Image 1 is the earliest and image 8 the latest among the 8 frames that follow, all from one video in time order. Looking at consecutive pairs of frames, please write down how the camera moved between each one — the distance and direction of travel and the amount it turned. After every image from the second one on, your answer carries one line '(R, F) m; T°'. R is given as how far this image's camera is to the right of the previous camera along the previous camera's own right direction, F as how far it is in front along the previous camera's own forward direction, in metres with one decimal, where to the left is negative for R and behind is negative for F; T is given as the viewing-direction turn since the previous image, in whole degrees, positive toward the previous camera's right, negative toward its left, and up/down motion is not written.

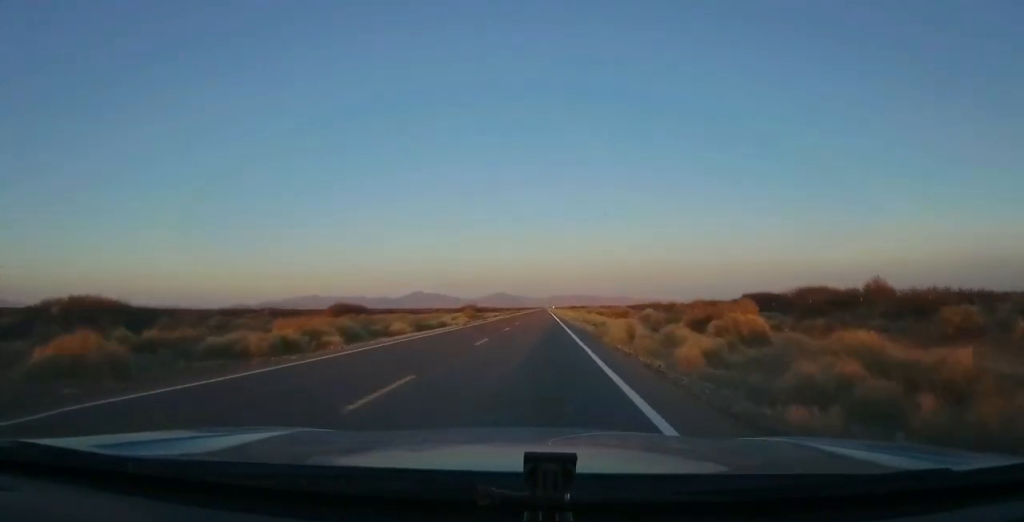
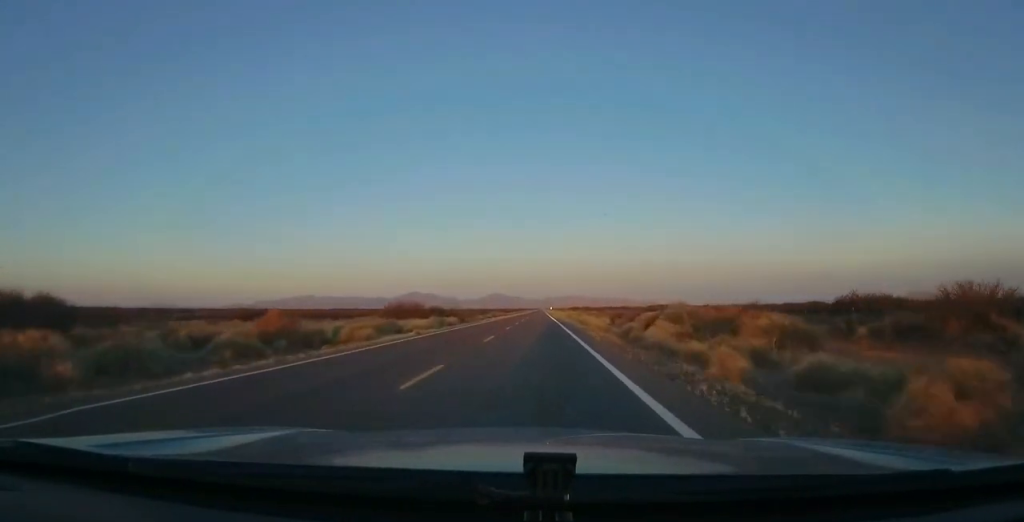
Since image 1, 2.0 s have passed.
(+0.4, +57.8) m; +1°
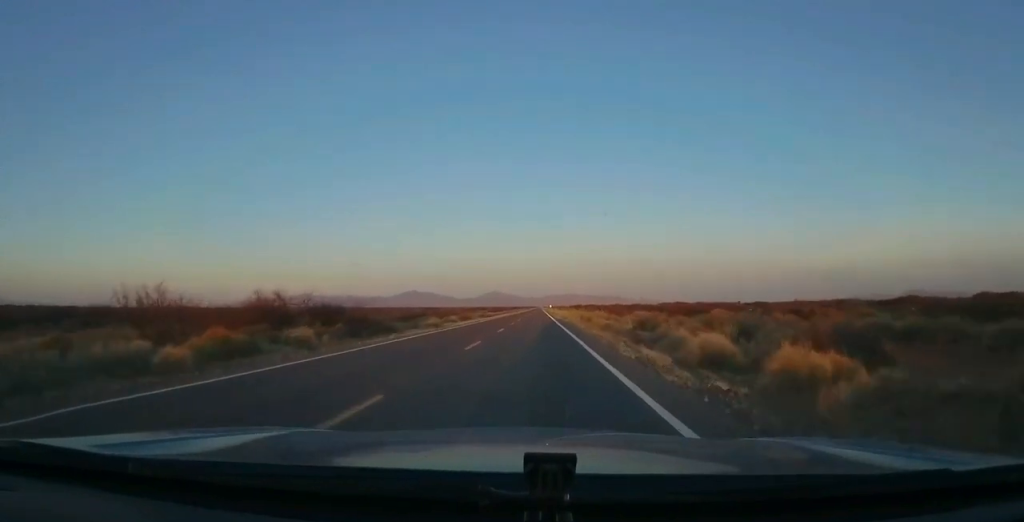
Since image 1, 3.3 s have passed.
(-0.4, +40.1) m; 0°
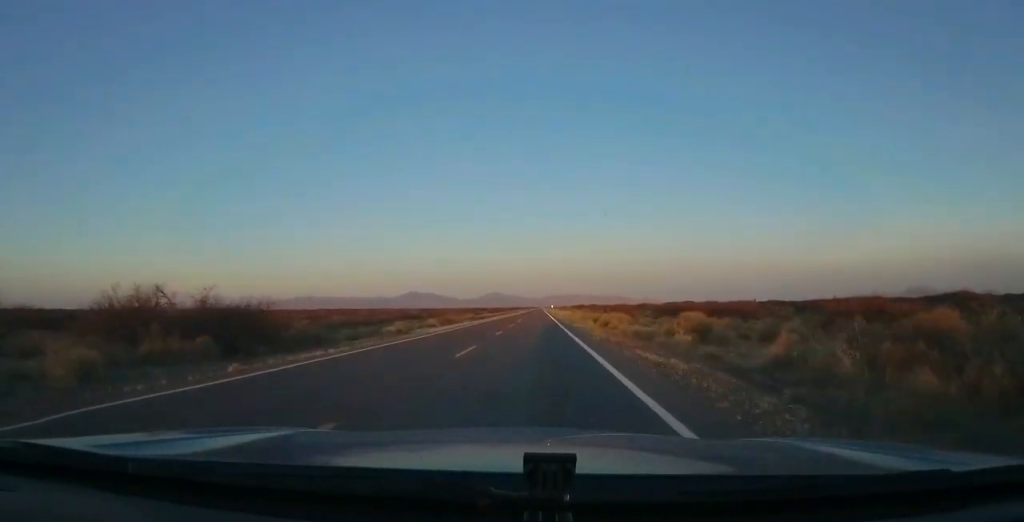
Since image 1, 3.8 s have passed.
(+0.3, +13.7) m; +1°
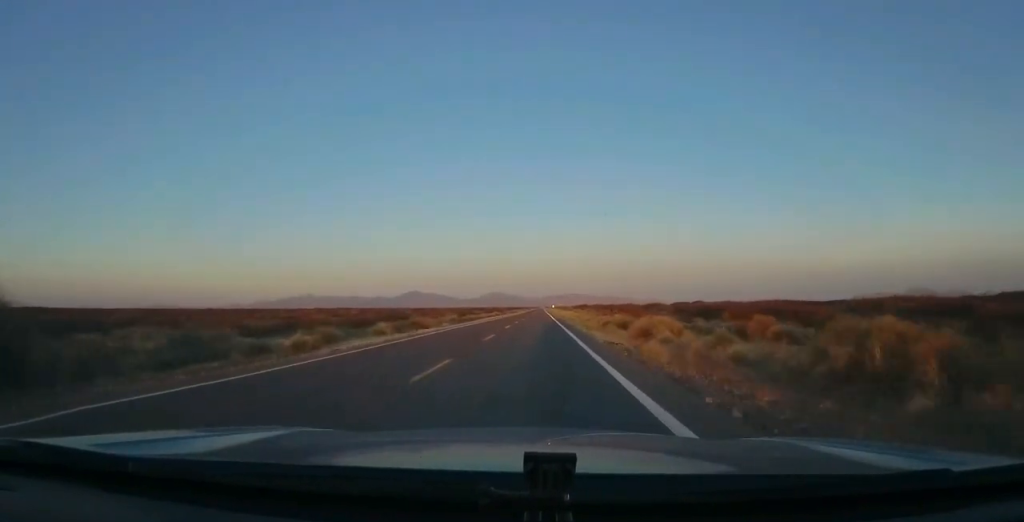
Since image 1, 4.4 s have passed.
(+0.2, +16.7) m; +1°
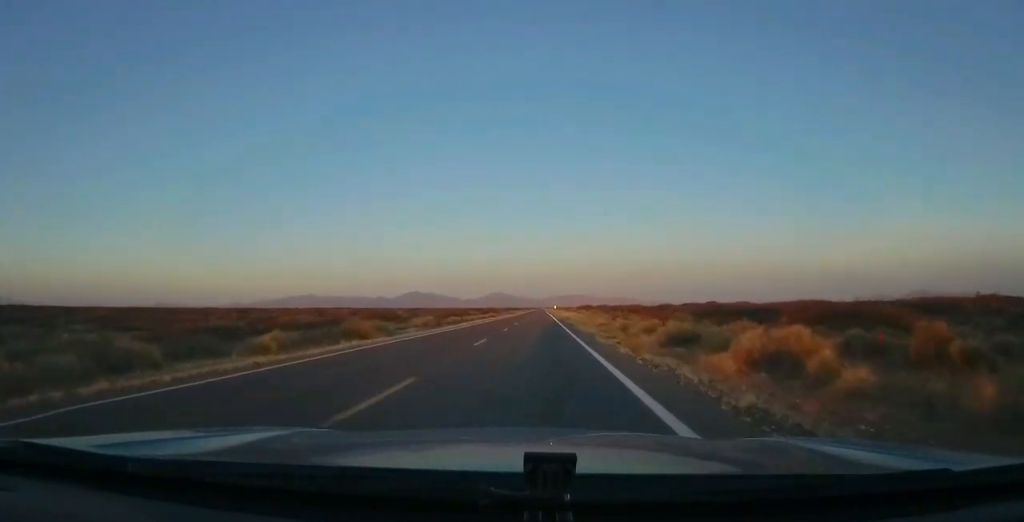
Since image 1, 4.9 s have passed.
(-0.1, +15.6) m; 0°
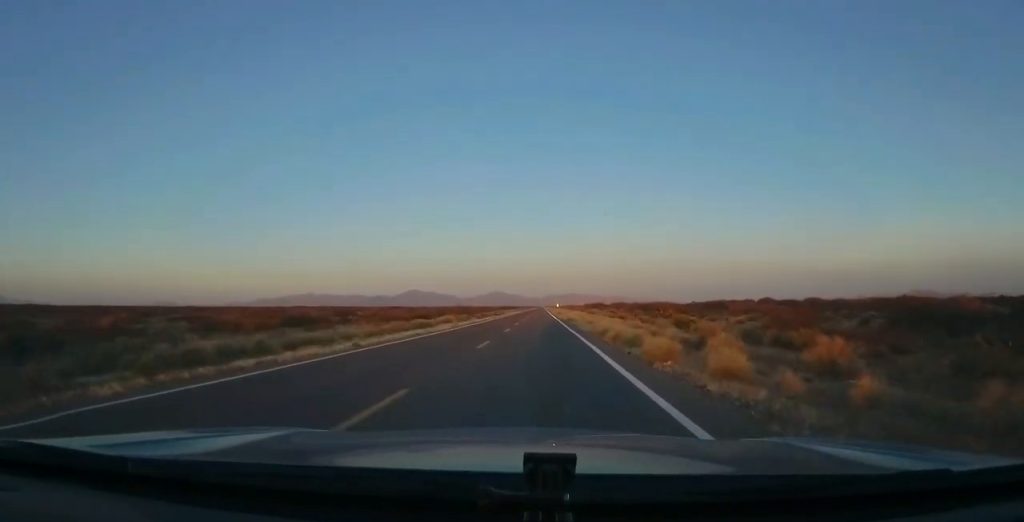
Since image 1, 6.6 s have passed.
(0.0, +48.9) m; 0°
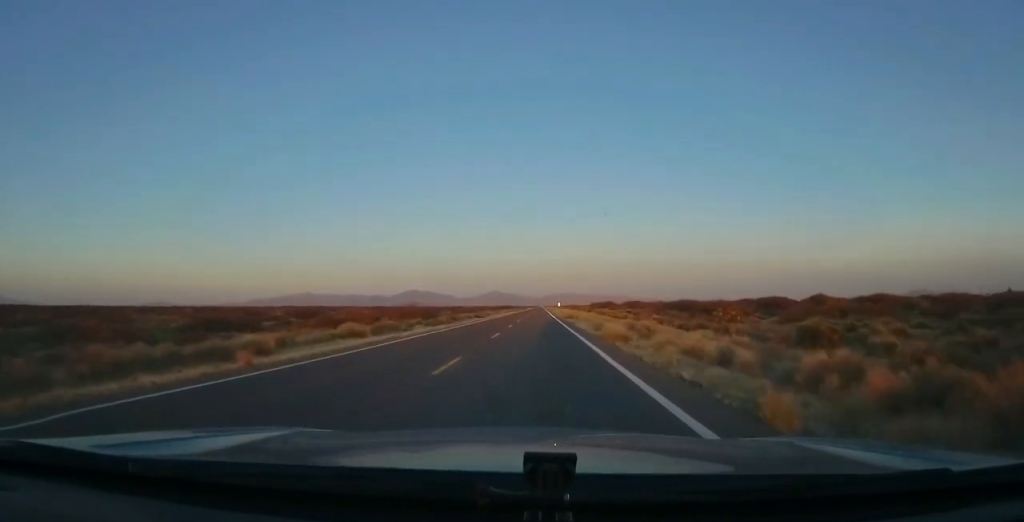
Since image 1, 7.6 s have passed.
(-0.1, +30.5) m; -1°
